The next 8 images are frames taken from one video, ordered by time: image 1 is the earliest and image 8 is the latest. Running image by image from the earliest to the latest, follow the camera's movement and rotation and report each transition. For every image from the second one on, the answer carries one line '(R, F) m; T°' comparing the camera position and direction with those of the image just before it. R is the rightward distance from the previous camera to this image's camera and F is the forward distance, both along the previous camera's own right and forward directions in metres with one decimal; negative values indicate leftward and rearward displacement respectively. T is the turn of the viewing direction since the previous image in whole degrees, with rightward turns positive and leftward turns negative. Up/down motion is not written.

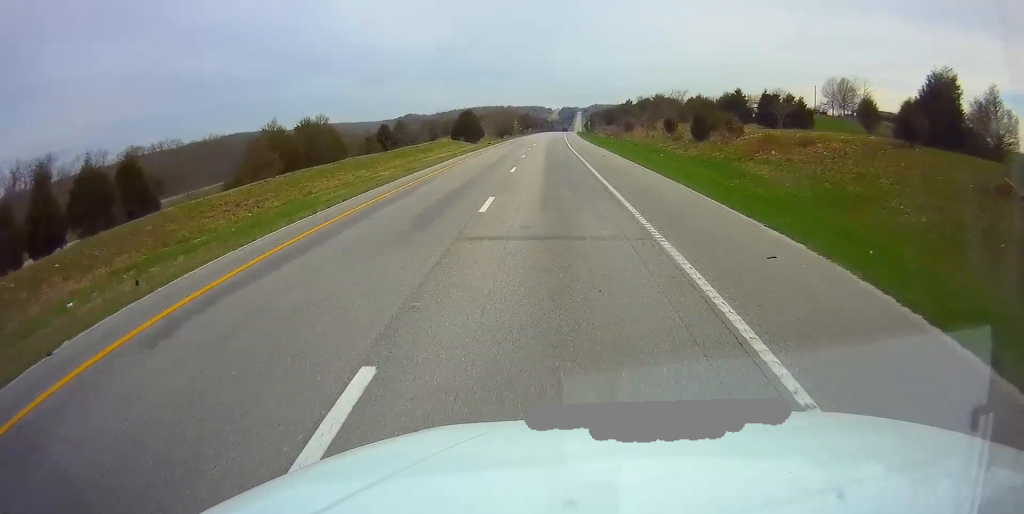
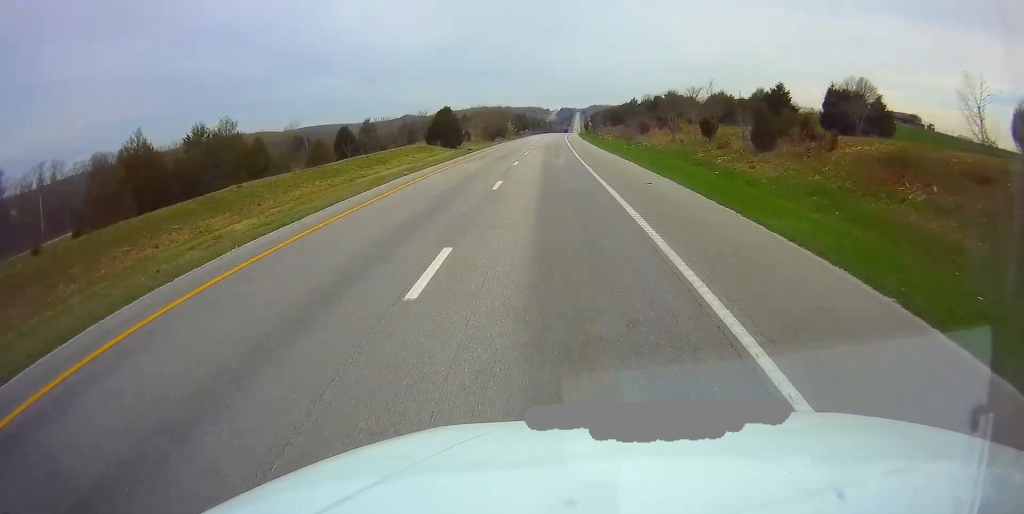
(0.0, +19.7) m; 0°
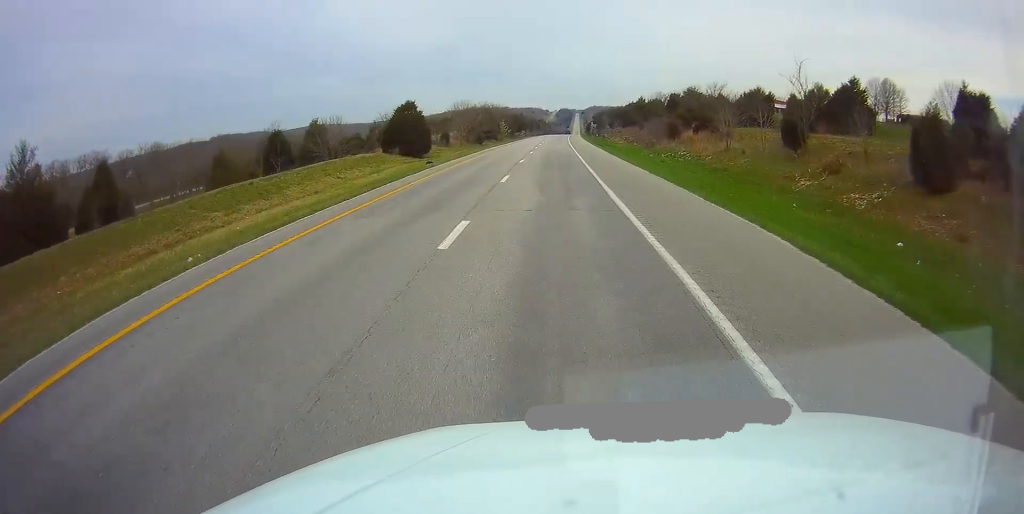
(0.0, +21.7) m; 0°
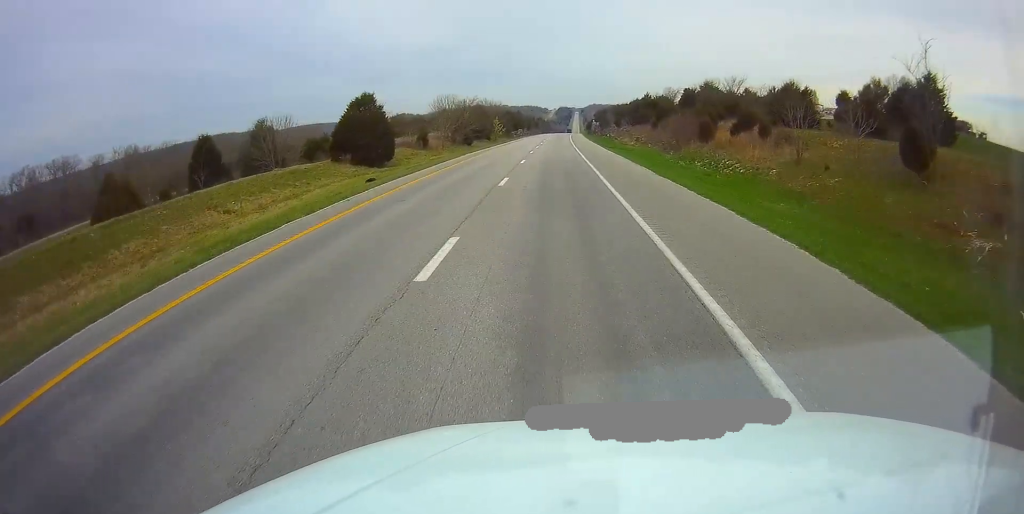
(0.0, +14.5) m; 0°
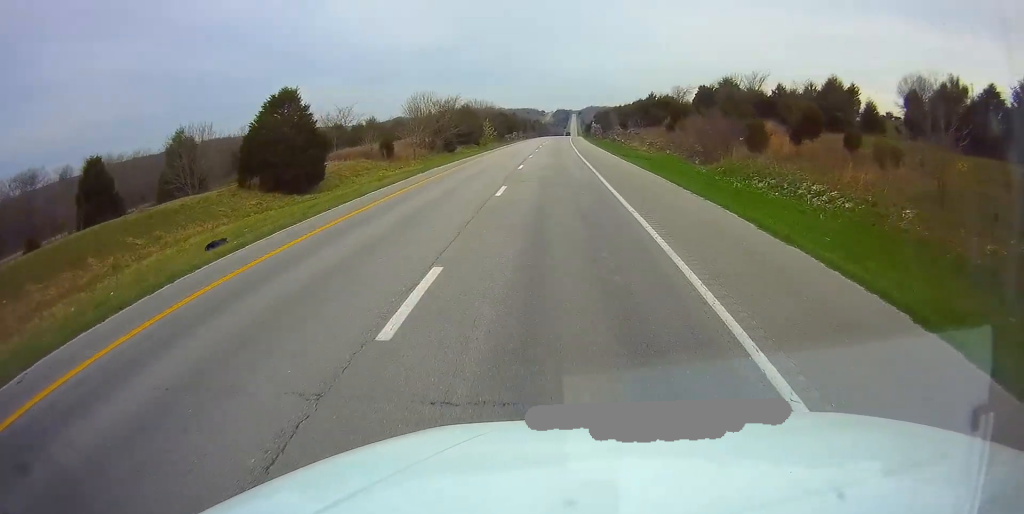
(0.0, +14.5) m; 0°
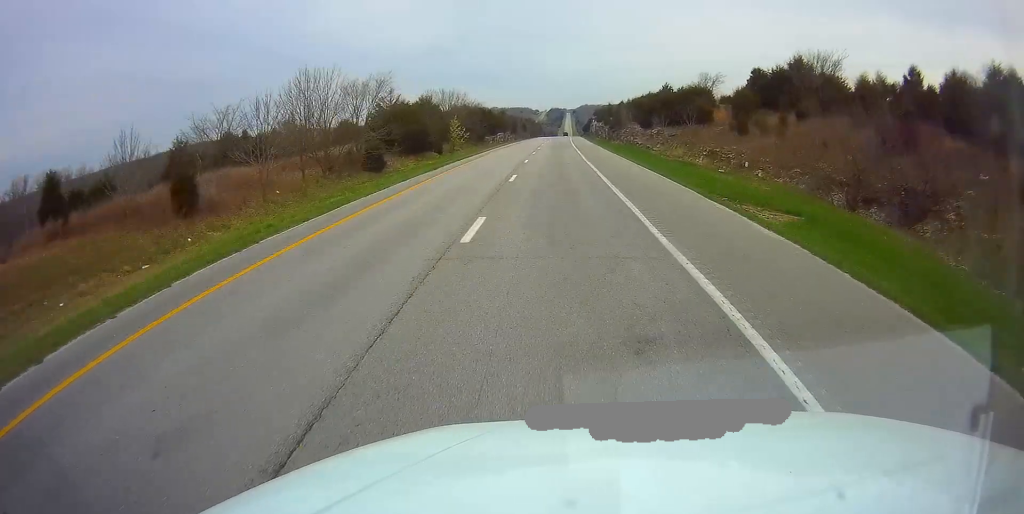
(+0.2, +32.0) m; +1°
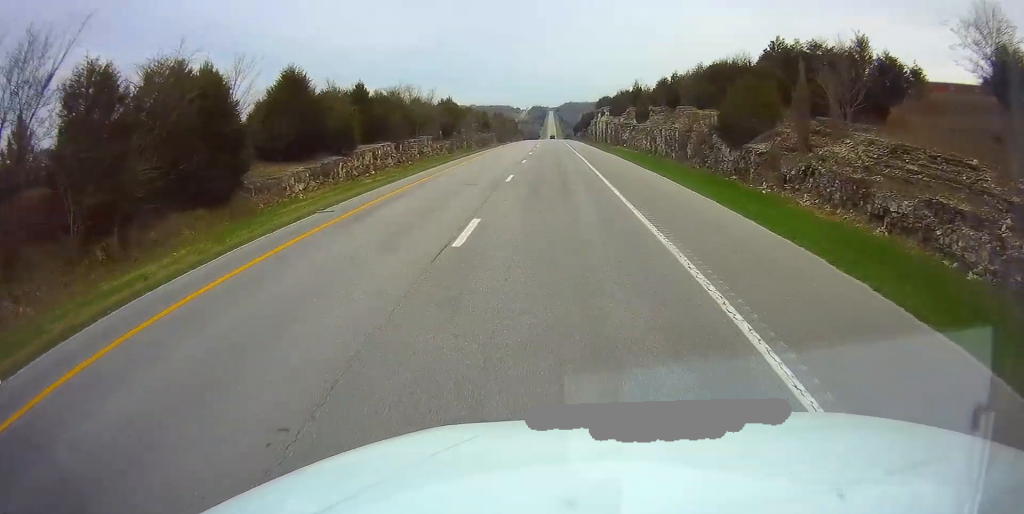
(+1.7, +86.6) m; +1°
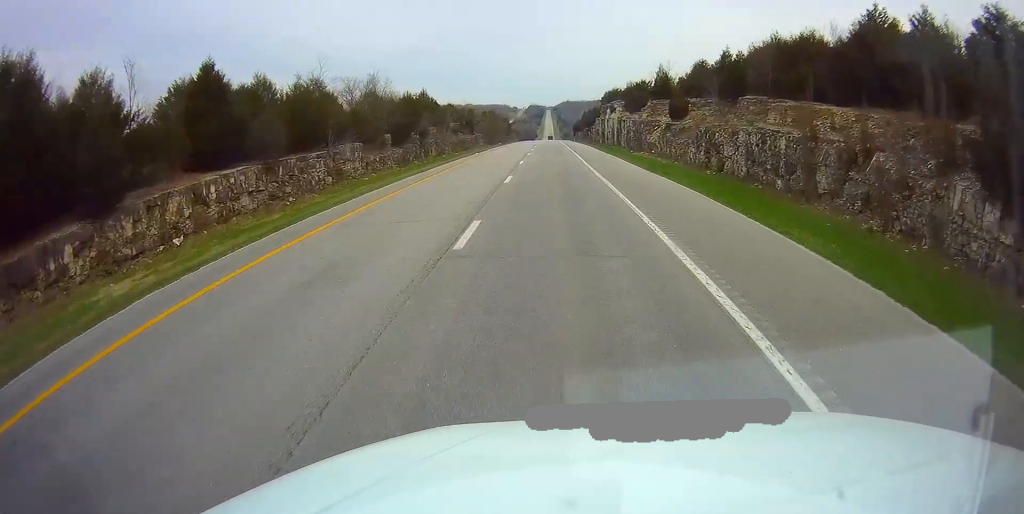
(-0.2, +24.8) m; 0°
